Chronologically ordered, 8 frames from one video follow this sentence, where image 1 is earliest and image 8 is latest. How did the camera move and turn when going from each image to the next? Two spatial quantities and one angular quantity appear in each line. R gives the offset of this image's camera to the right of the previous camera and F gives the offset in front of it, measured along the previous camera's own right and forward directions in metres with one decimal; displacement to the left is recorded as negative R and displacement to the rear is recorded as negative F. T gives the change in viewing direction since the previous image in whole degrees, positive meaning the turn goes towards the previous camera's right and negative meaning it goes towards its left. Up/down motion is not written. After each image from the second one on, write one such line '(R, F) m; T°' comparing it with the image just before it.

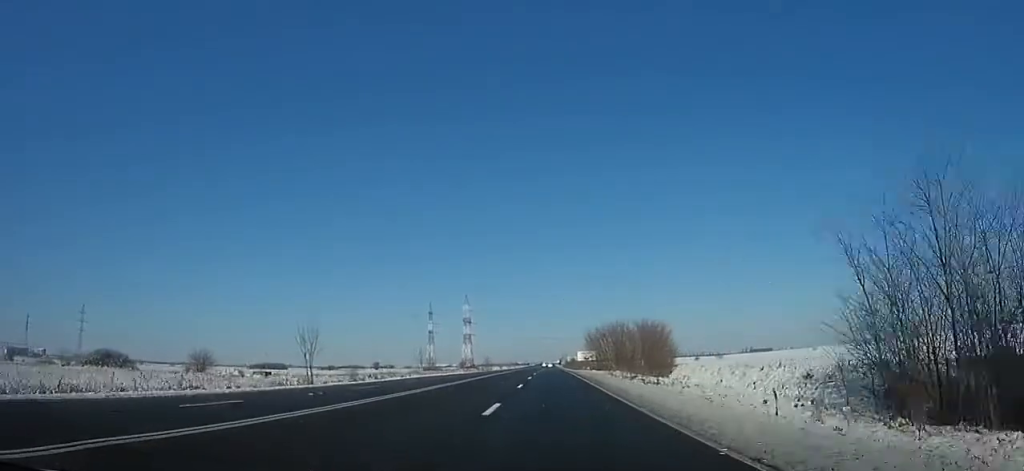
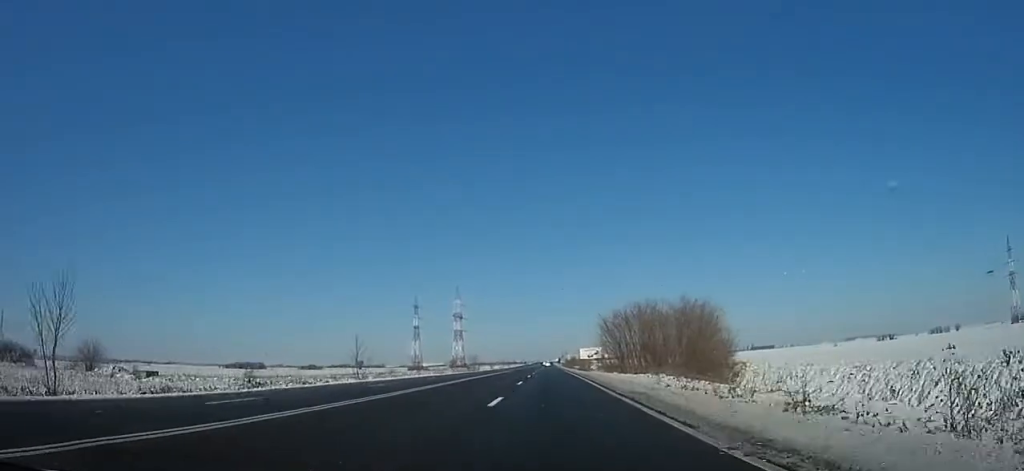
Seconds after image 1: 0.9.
(+0.1, +22.8) m; 0°
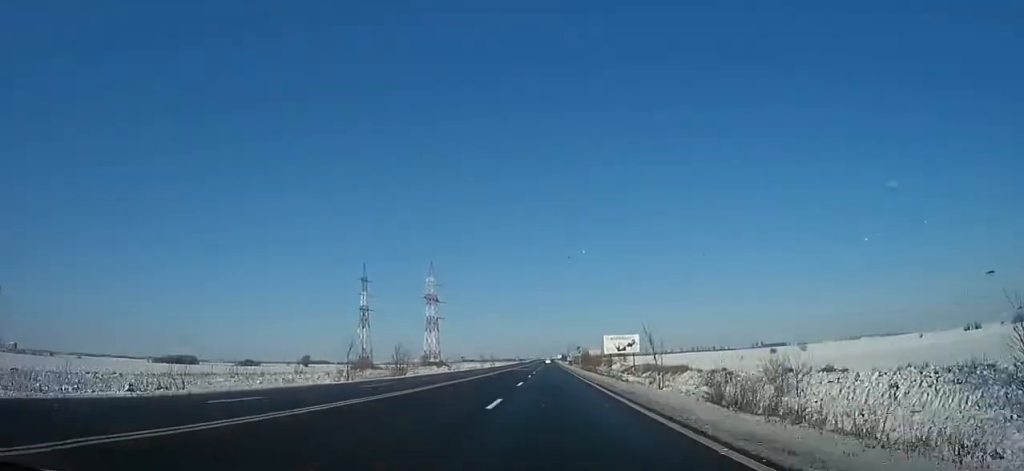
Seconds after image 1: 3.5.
(-0.2, +61.8) m; 0°
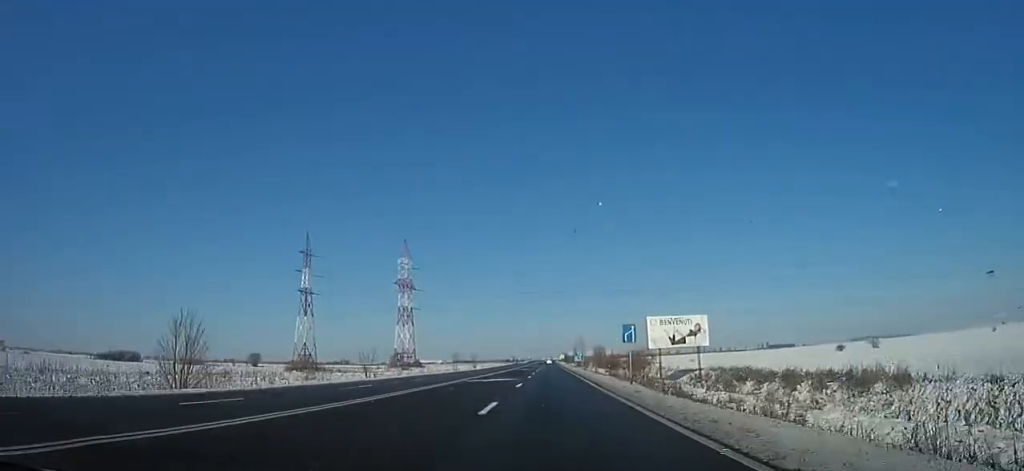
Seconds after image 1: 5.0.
(-0.3, +38.1) m; 0°
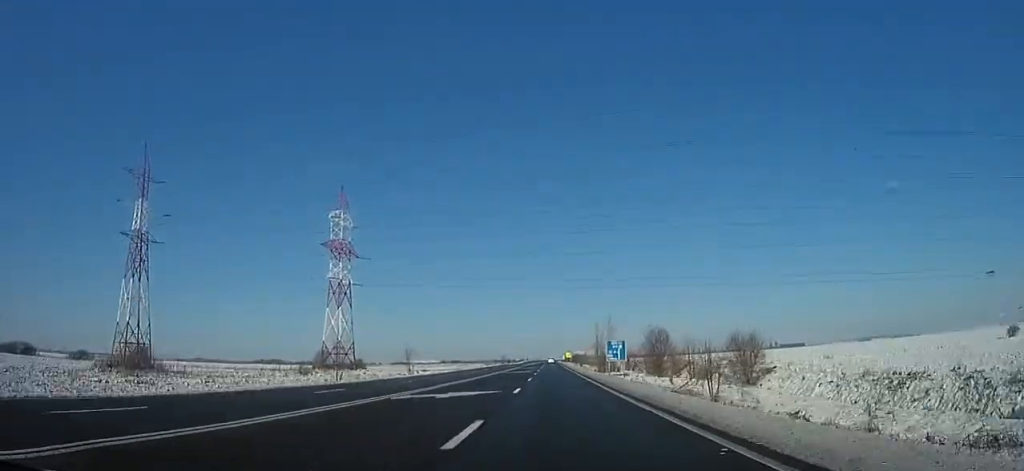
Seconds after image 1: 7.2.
(+0.9, +53.2) m; 0°
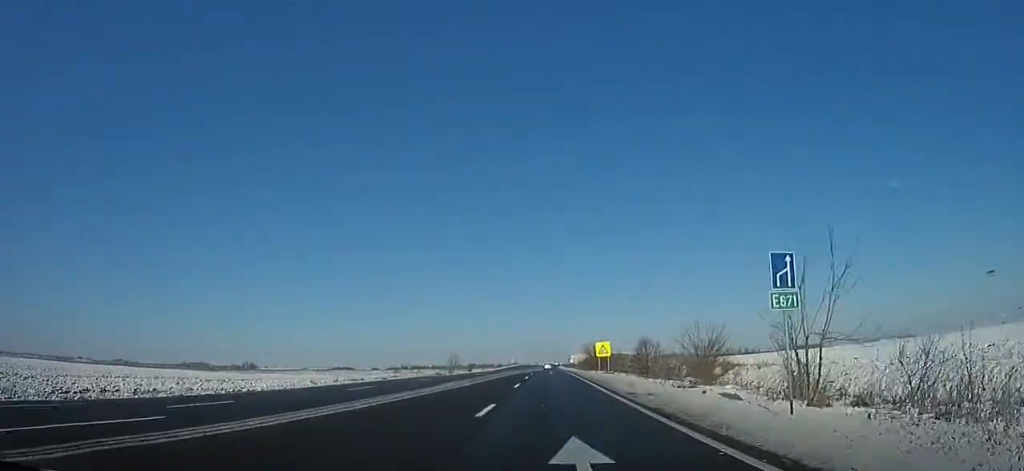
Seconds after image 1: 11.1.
(-1.1, +92.9) m; 0°
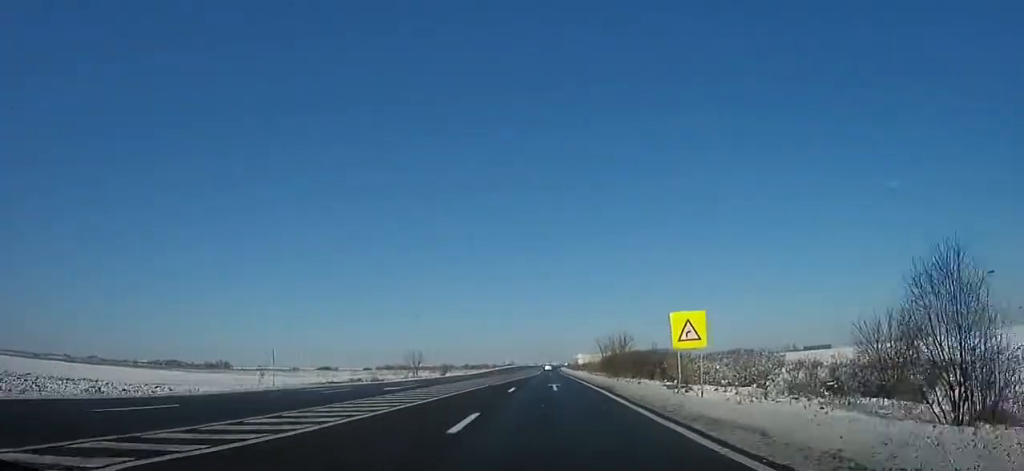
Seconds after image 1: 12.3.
(+0.1, +26.5) m; 0°
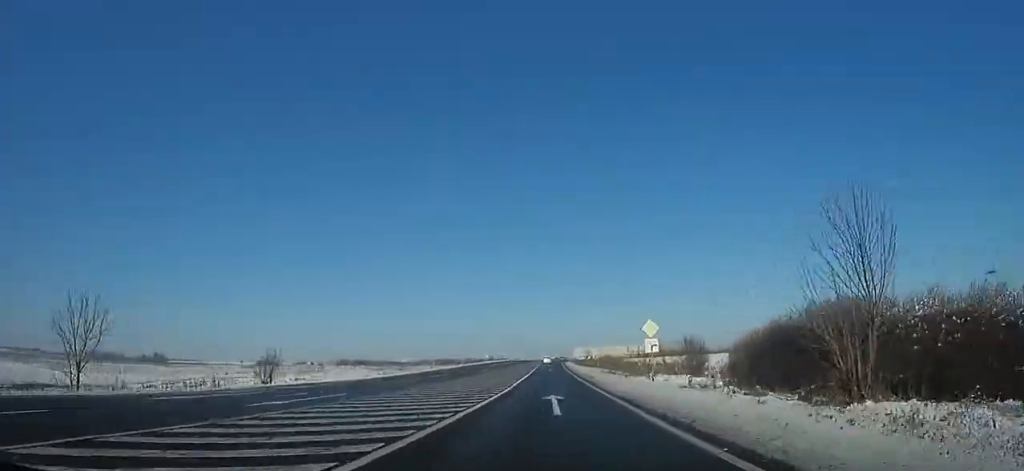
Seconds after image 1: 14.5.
(0.0, +52.3) m; 0°
